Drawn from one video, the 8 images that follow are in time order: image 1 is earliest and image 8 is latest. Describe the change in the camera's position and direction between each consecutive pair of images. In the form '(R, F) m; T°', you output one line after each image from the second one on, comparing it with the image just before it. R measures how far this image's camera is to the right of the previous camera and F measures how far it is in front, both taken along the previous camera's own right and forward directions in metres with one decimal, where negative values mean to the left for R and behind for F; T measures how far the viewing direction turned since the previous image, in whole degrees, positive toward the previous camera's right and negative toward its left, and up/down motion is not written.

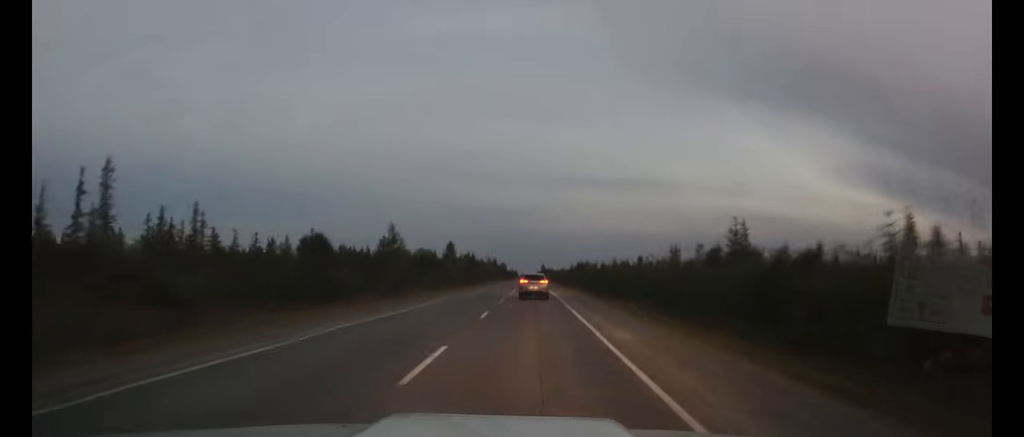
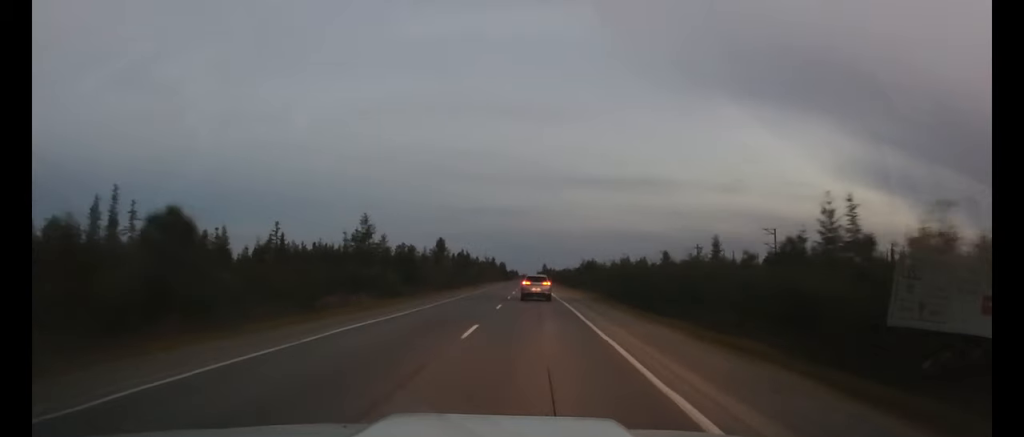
(0.0, +17.0) m; 0°
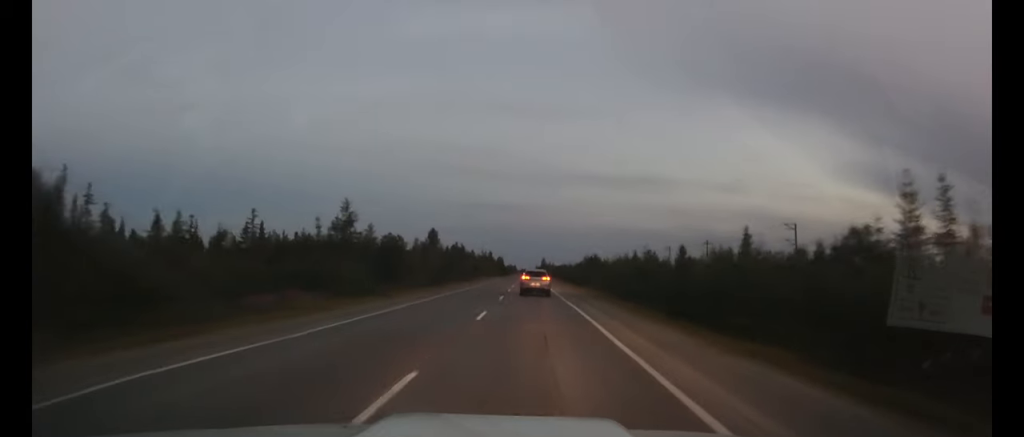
(0.0, +8.6) m; 0°
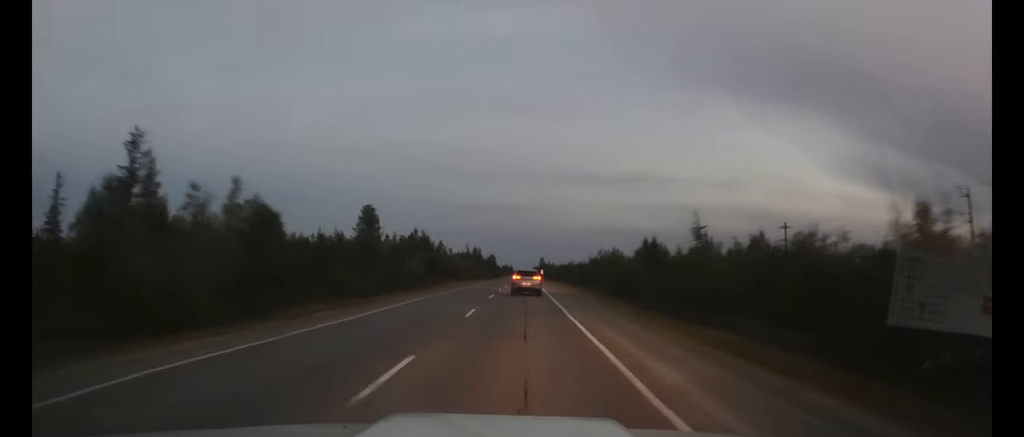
(+0.1, +45.0) m; 0°
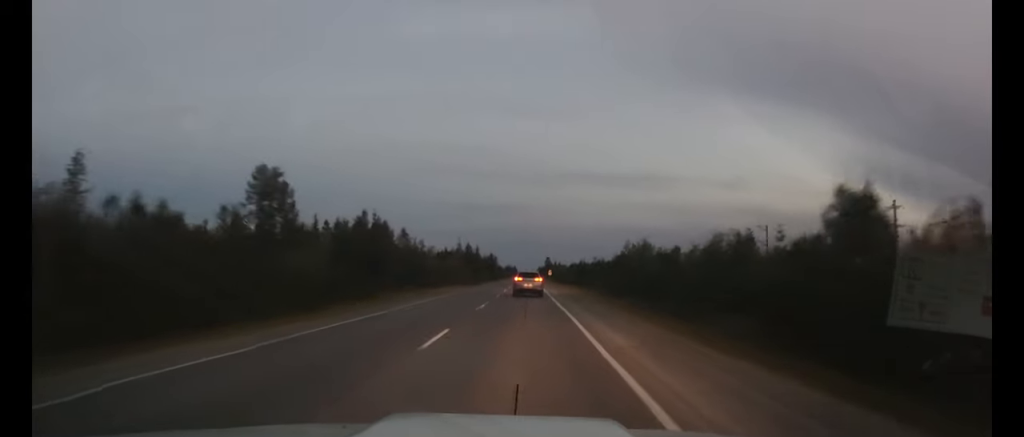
(0.0, +31.0) m; 0°
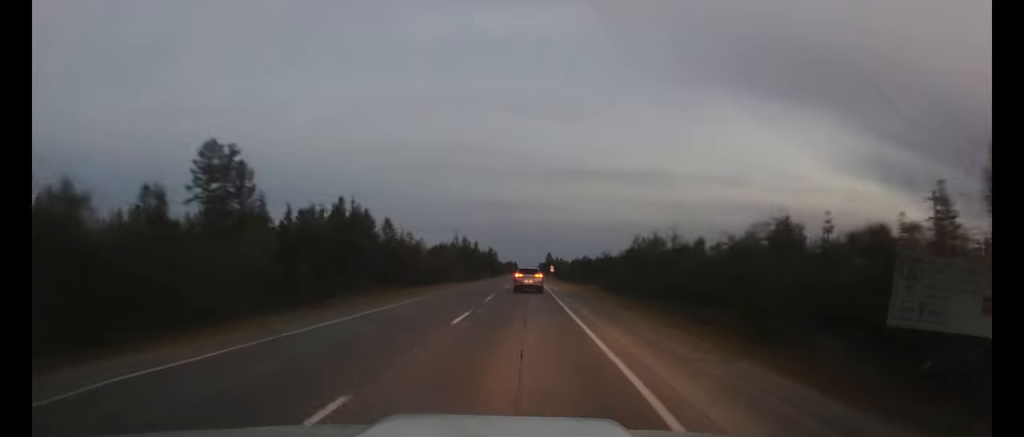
(0.0, +8.2) m; 0°
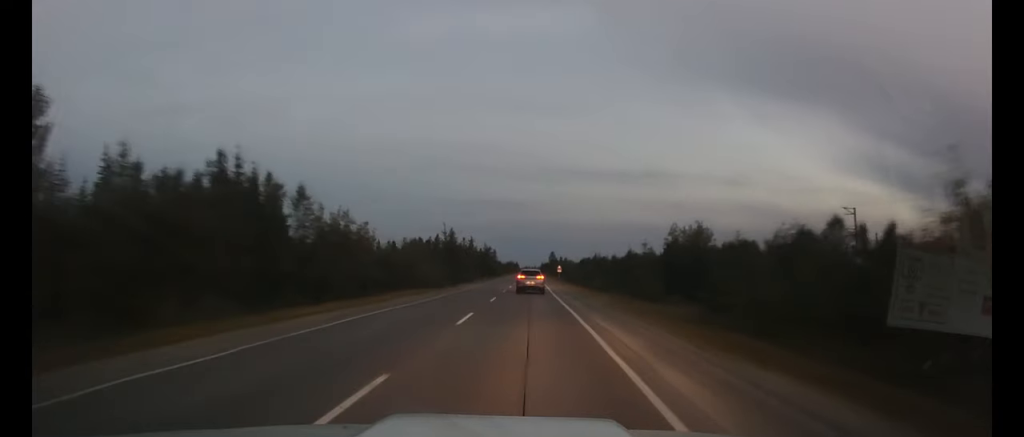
(-0.1, +23.5) m; 0°
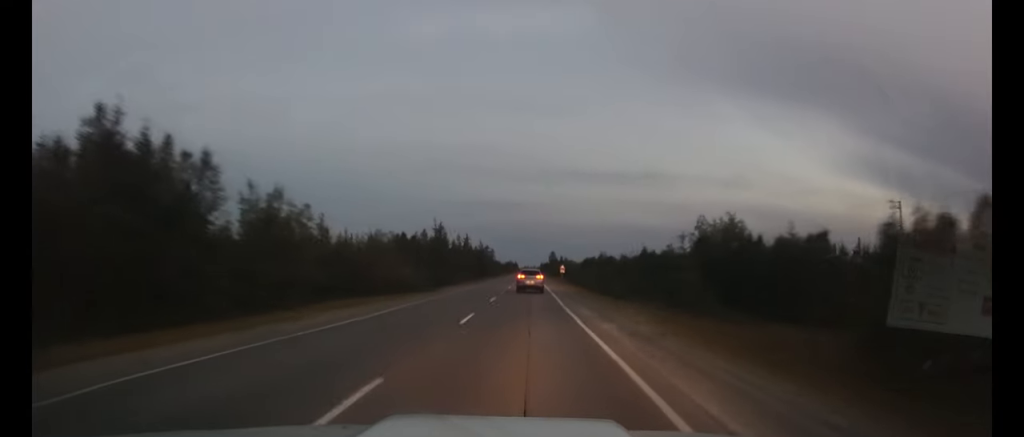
(0.0, +11.9) m; 0°
